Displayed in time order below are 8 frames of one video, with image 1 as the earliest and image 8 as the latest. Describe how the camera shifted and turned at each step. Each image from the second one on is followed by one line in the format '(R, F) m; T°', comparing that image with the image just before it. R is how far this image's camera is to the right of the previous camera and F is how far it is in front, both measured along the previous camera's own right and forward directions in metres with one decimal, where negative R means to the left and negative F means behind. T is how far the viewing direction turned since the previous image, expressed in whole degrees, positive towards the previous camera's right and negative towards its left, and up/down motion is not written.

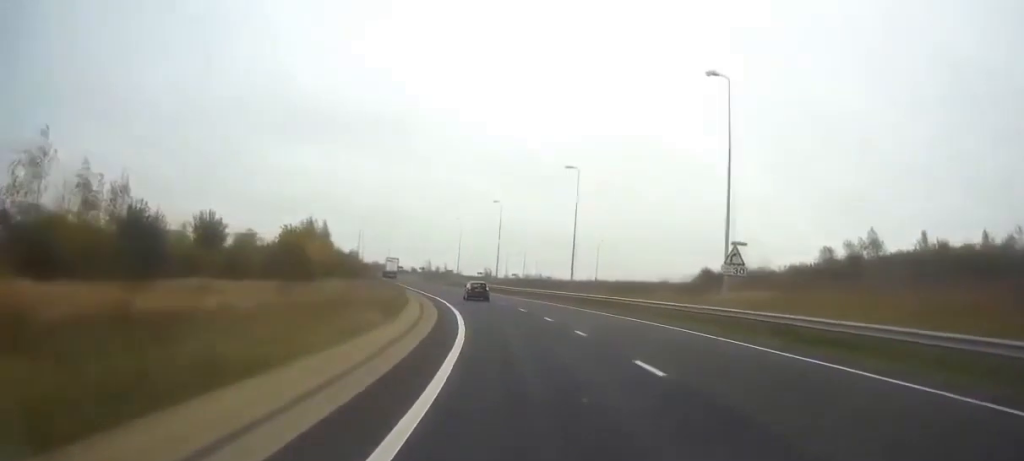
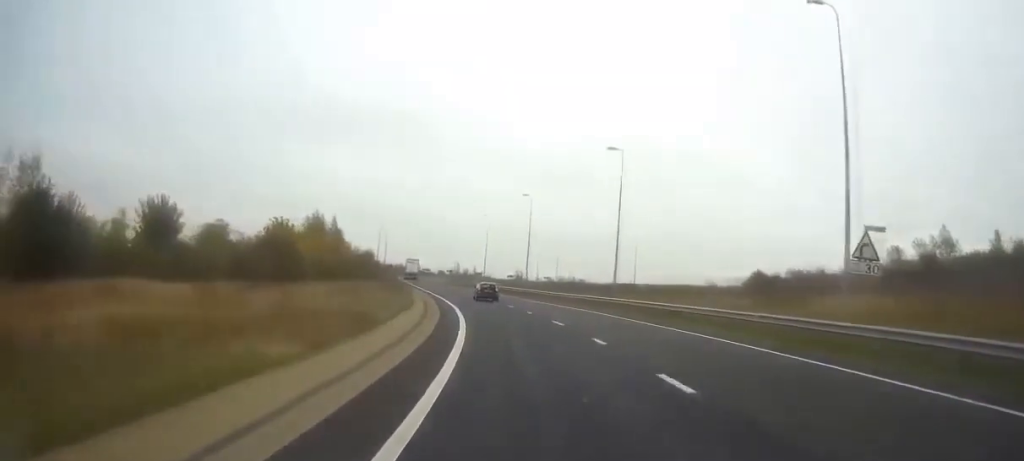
(-0.2, +10.9) m; -2°
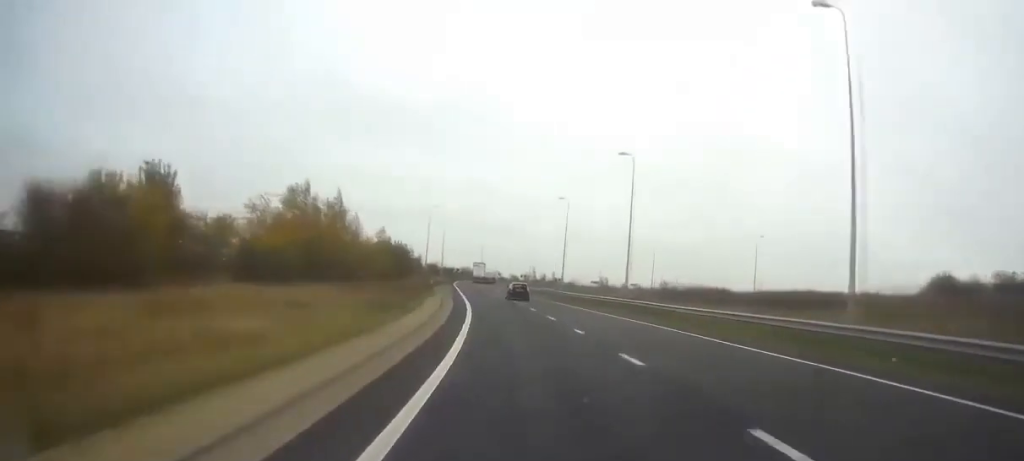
(-1.7, +31.3) m; -6°
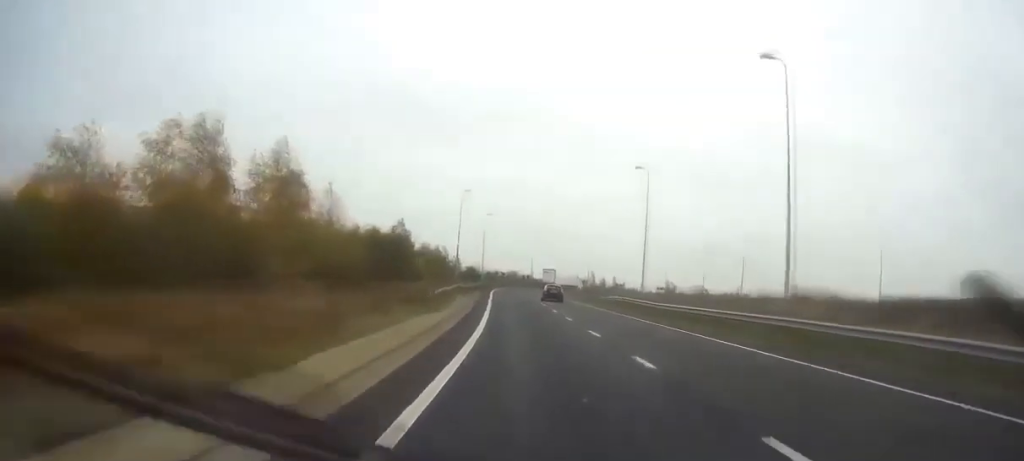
(-0.9, +26.4) m; -3°
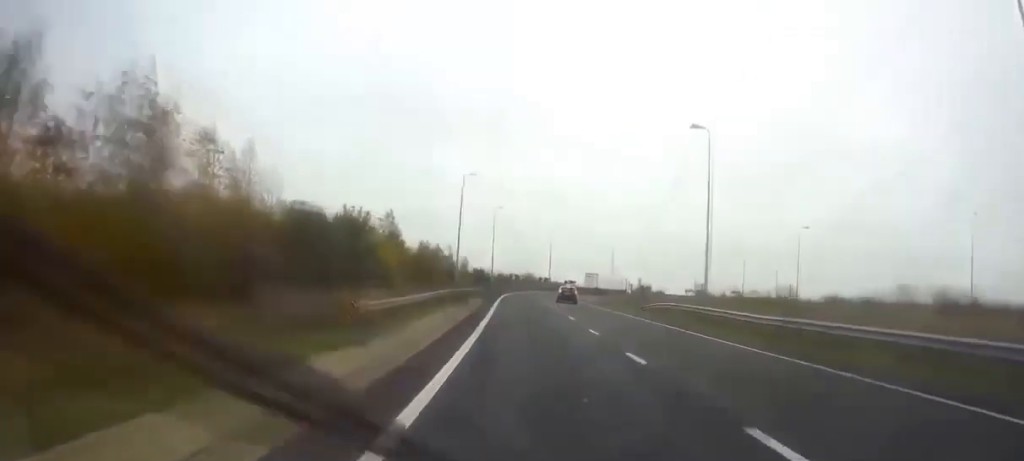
(-0.2, +17.0) m; -1°
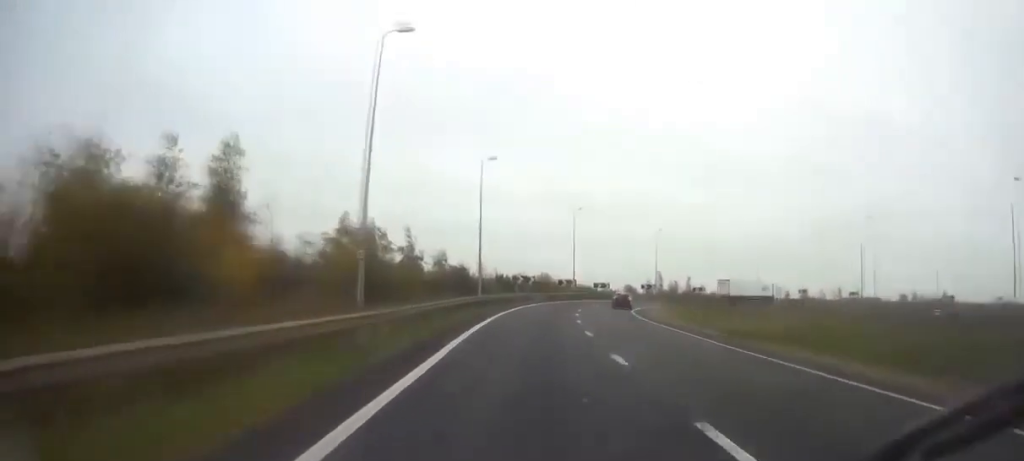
(-0.5, +44.7) m; 0°
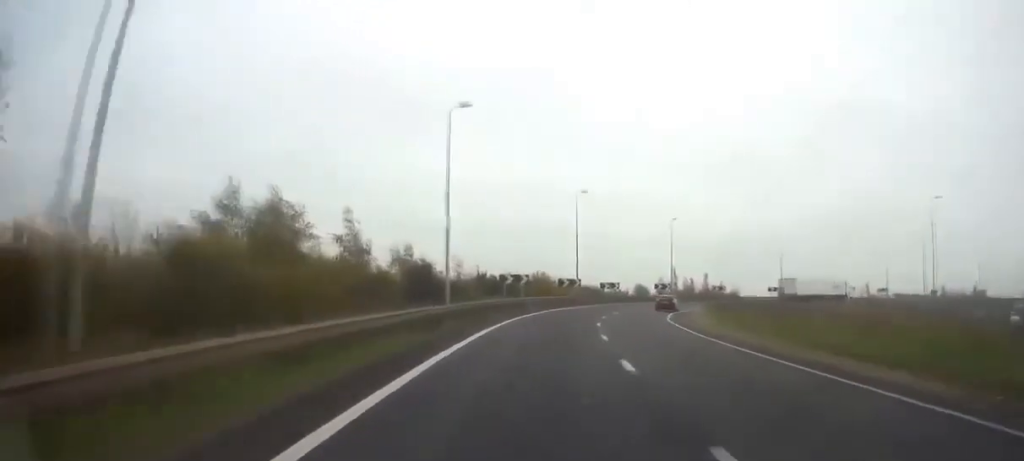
(+0.1, +18.5) m; +2°
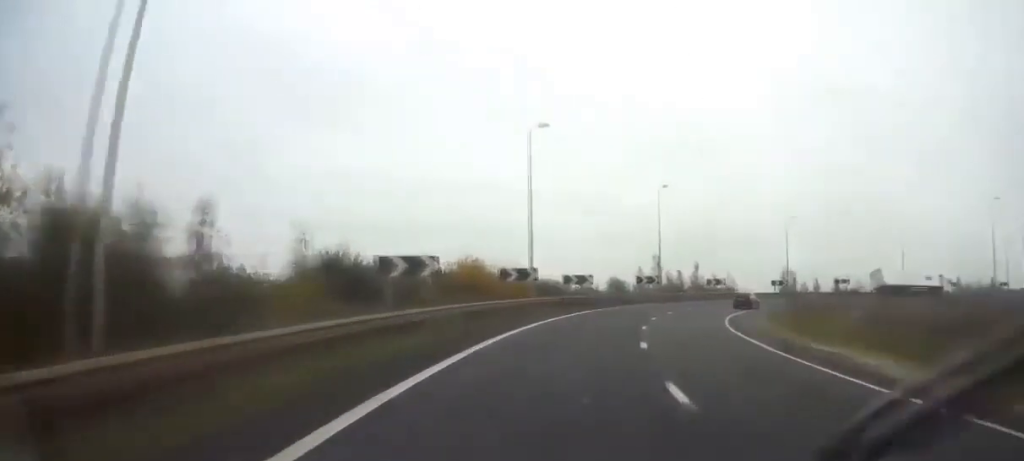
(+1.5, +30.2) m; +7°
